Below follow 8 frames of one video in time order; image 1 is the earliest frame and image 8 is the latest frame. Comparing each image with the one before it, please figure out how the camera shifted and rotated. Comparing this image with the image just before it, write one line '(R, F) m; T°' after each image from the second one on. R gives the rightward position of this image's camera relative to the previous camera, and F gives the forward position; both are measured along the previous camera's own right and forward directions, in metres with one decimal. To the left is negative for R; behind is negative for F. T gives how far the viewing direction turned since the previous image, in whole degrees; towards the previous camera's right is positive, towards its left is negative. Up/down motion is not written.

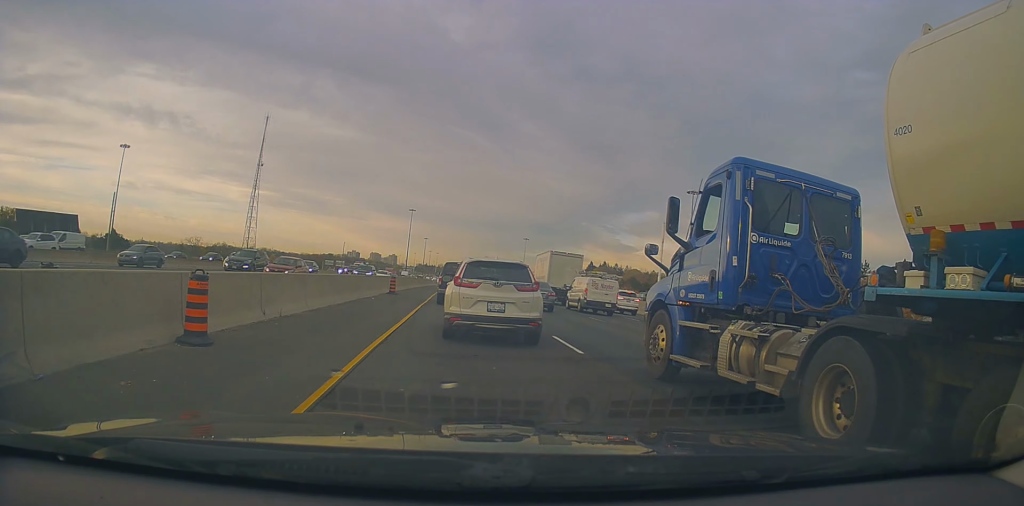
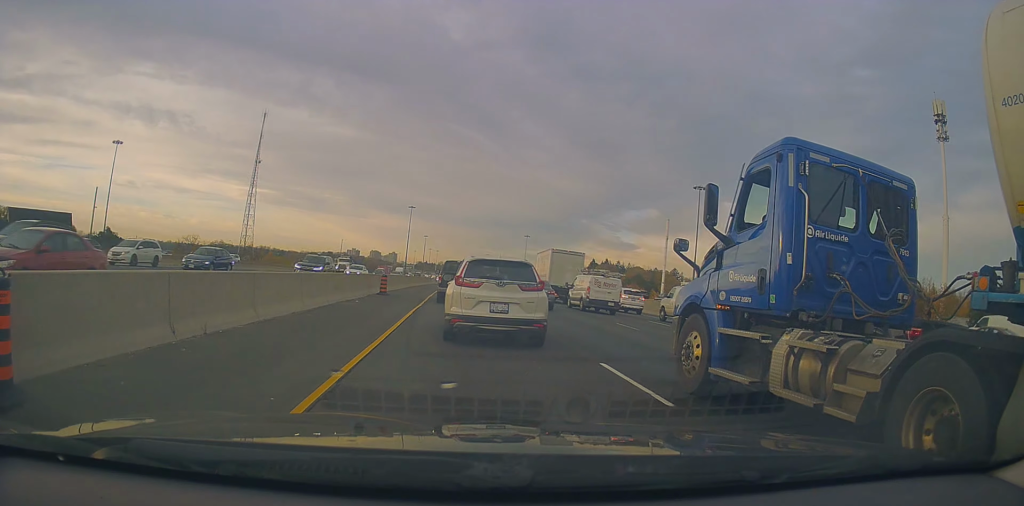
(+0.3, +4.1) m; 0°
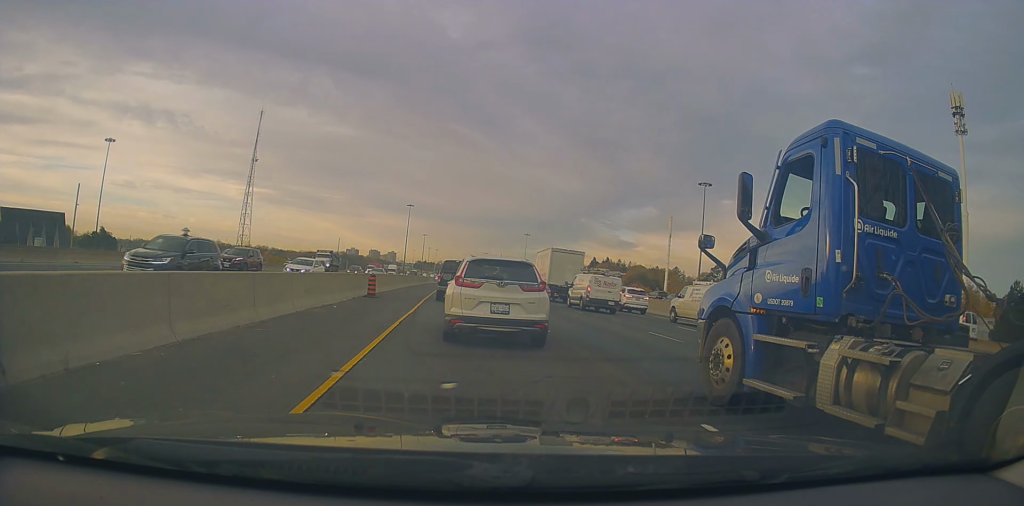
(-0.1, +4.1) m; -3°
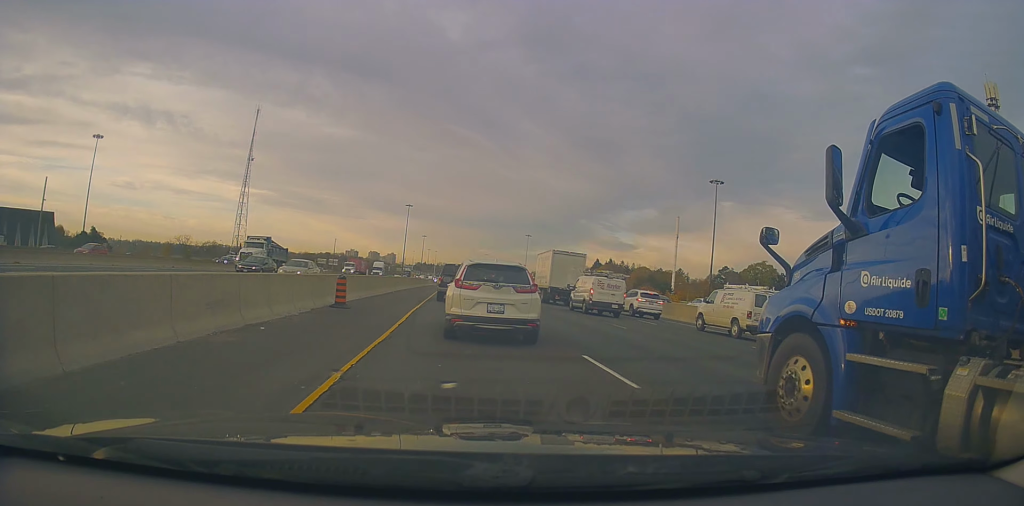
(-0.2, +6.8) m; 0°
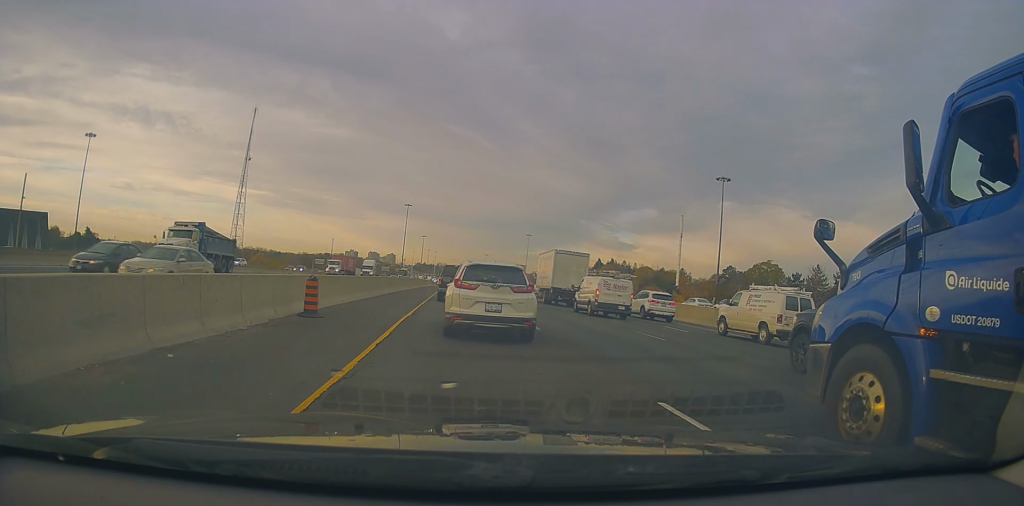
(0.0, +3.4) m; -1°
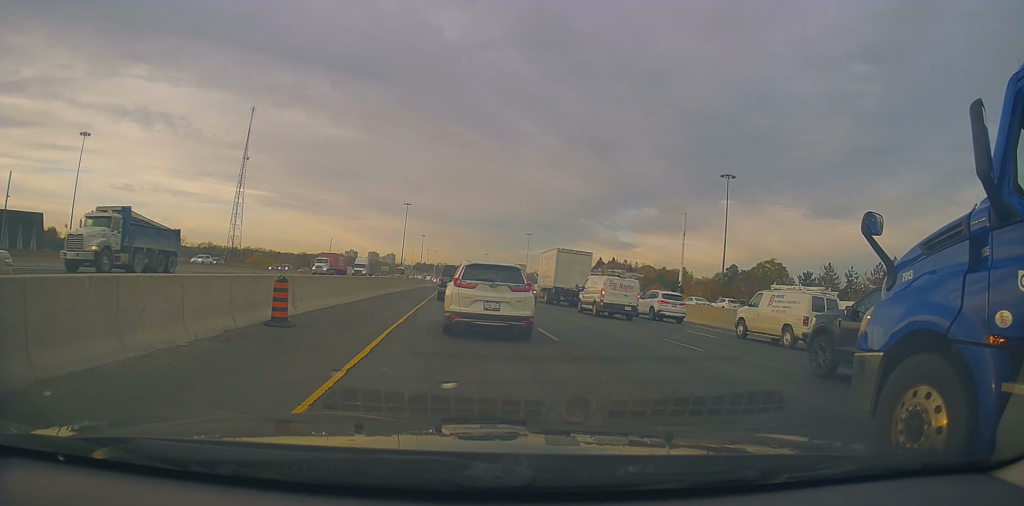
(0.0, +2.3) m; -1°
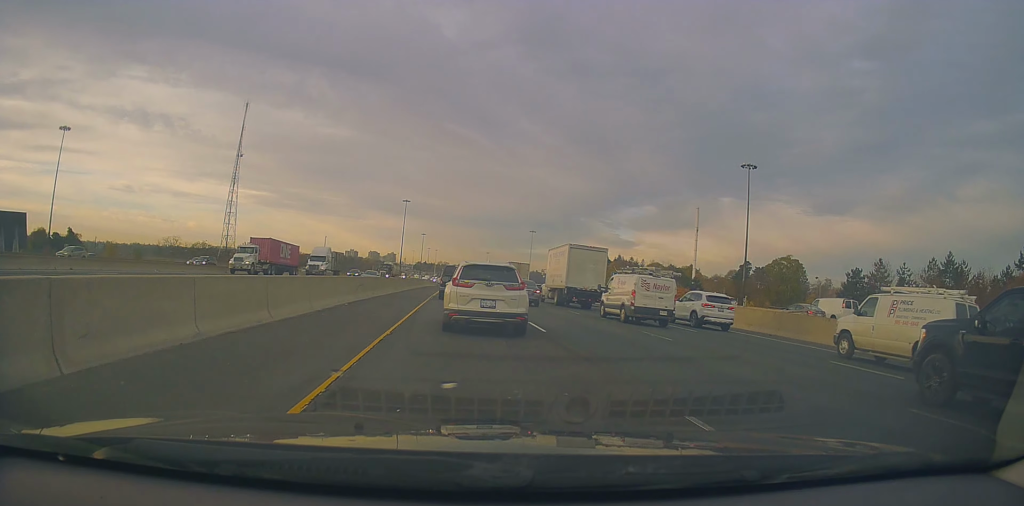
(-0.1, +9.6) m; -1°
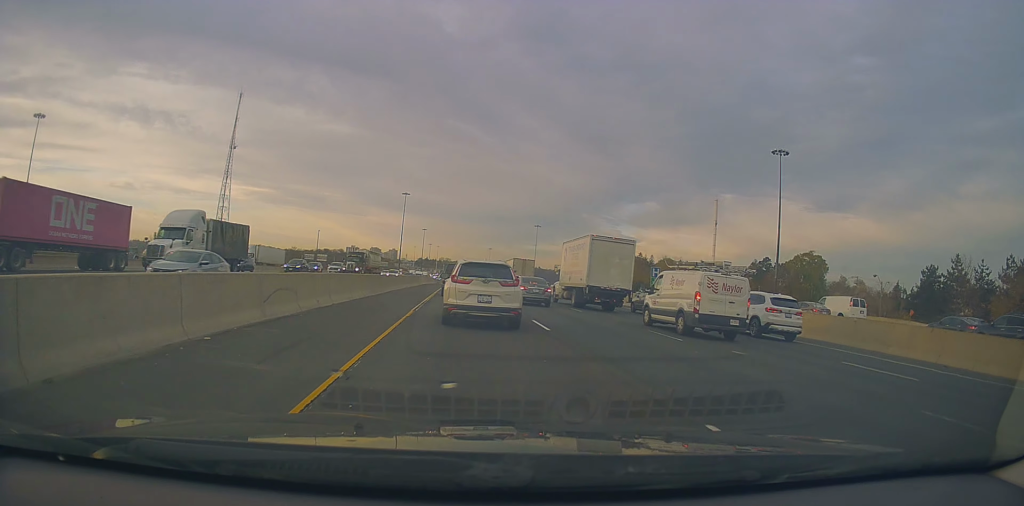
(-0.2, +11.9) m; -1°
